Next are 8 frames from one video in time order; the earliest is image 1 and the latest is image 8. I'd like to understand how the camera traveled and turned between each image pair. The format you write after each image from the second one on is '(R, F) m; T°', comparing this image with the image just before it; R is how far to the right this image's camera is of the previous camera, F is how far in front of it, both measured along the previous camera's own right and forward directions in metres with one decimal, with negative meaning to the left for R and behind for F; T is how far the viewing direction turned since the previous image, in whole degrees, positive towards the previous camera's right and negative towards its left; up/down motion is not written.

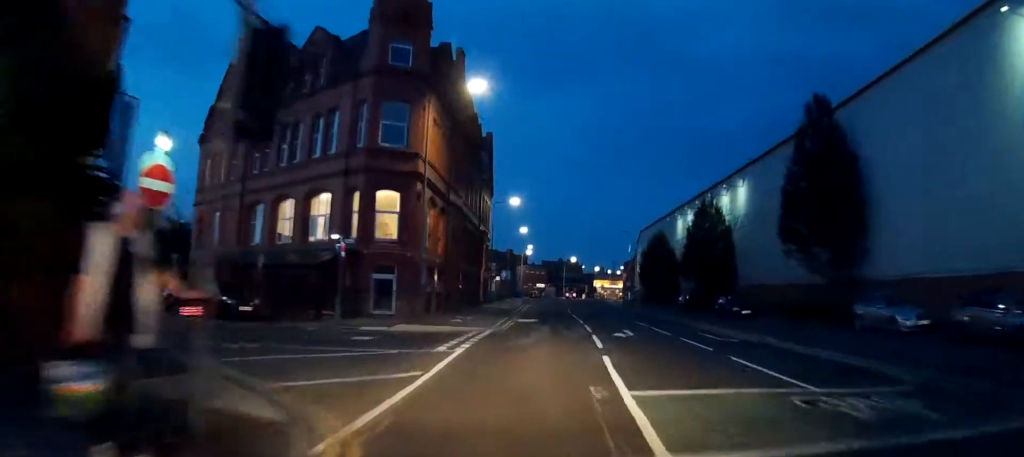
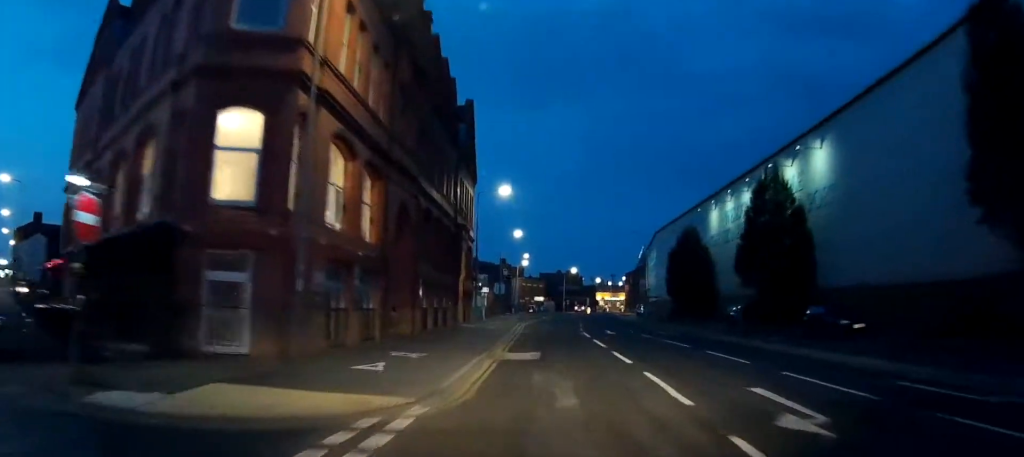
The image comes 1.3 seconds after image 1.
(-0.2, +12.5) m; +3°
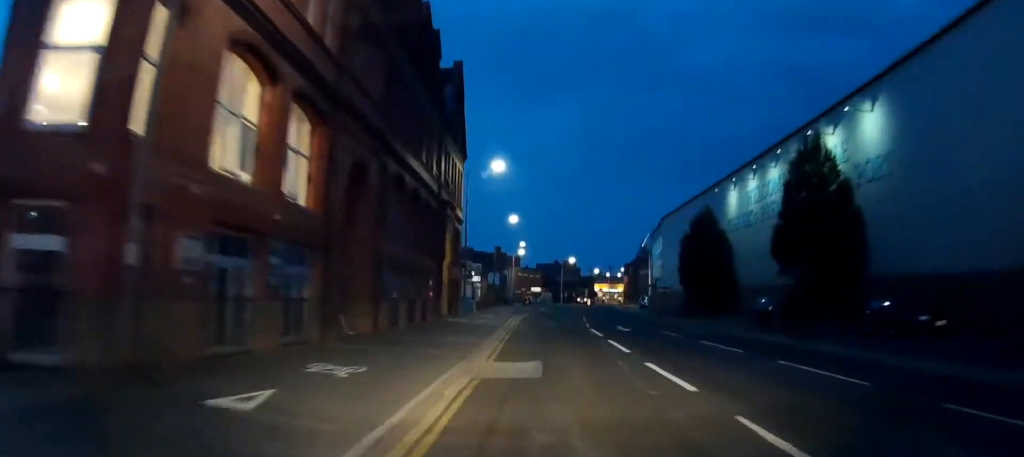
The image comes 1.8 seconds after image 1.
(+0.3, +5.1) m; +1°
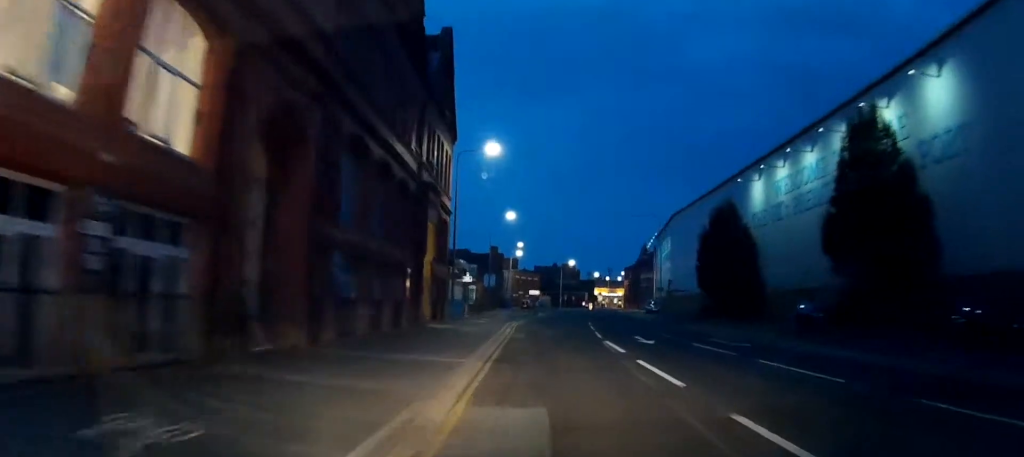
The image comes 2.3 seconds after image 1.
(+0.3, +4.8) m; +1°
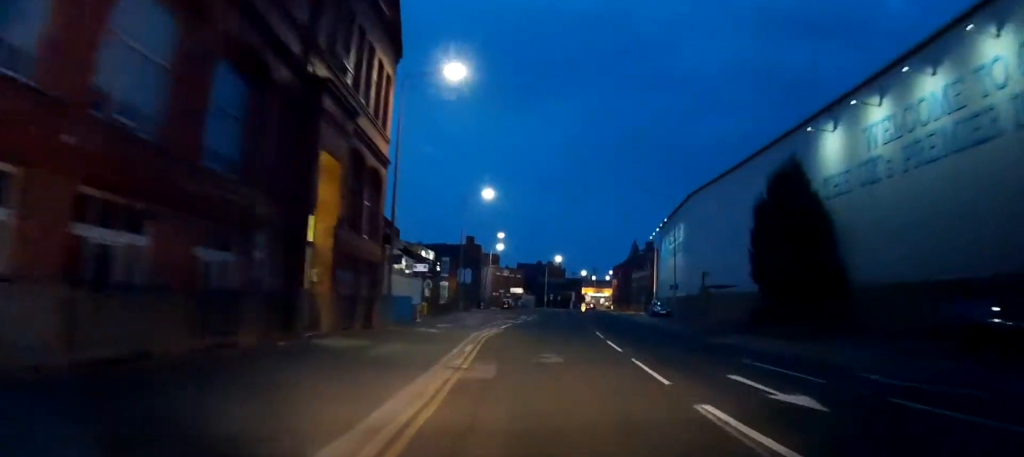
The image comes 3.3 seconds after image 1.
(-0.2, +11.5) m; +1°
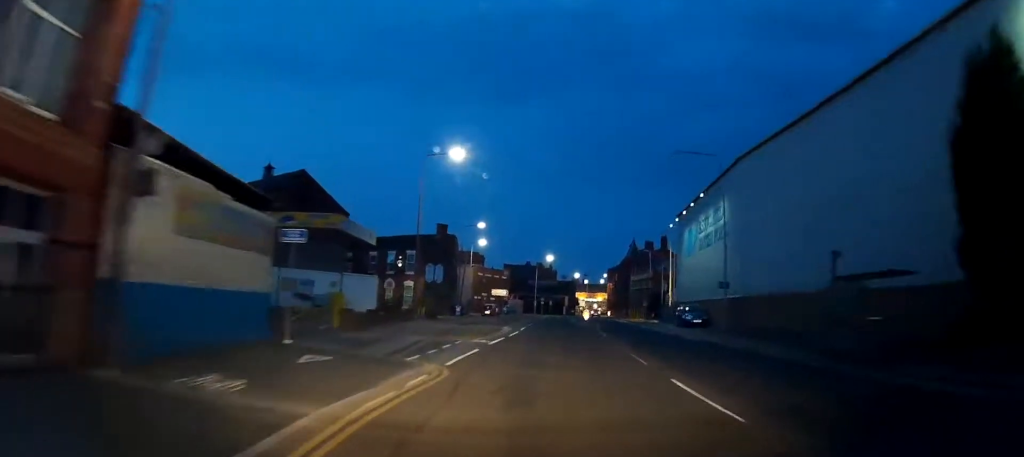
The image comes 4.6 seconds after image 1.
(+0.4, +14.3) m; 0°
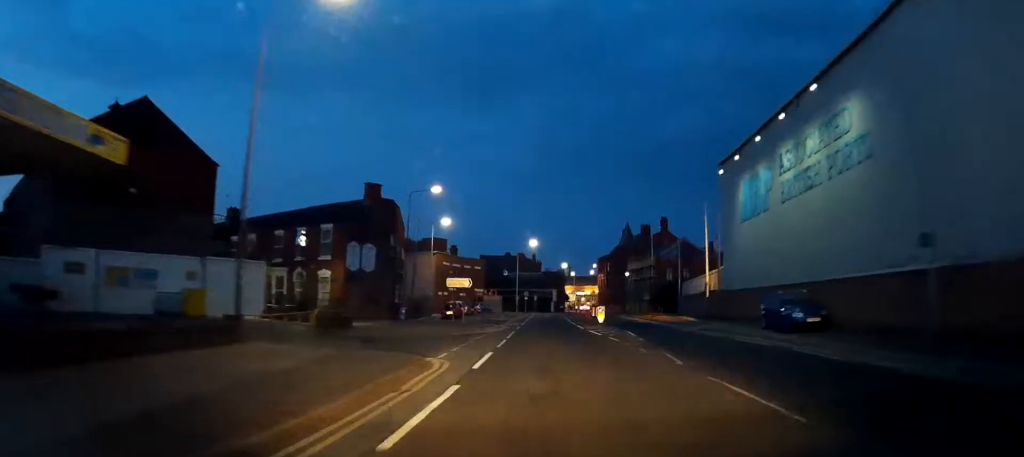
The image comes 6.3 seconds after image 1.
(+0.1, +20.0) m; +2°
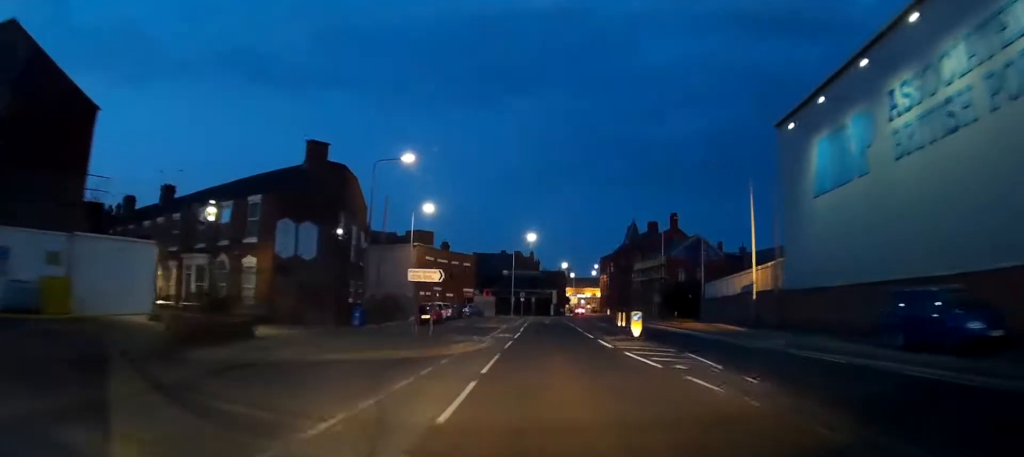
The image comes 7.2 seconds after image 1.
(0.0, +10.7) m; 0°
